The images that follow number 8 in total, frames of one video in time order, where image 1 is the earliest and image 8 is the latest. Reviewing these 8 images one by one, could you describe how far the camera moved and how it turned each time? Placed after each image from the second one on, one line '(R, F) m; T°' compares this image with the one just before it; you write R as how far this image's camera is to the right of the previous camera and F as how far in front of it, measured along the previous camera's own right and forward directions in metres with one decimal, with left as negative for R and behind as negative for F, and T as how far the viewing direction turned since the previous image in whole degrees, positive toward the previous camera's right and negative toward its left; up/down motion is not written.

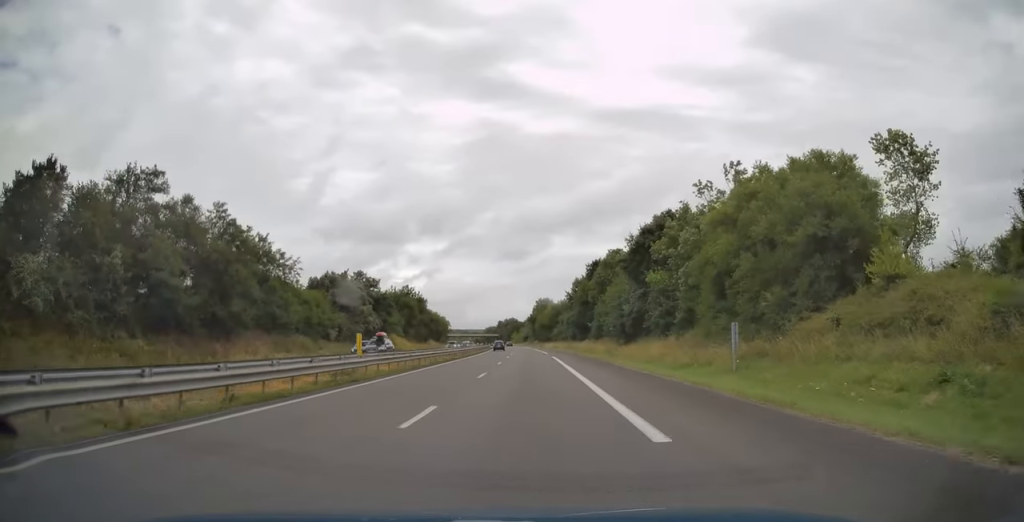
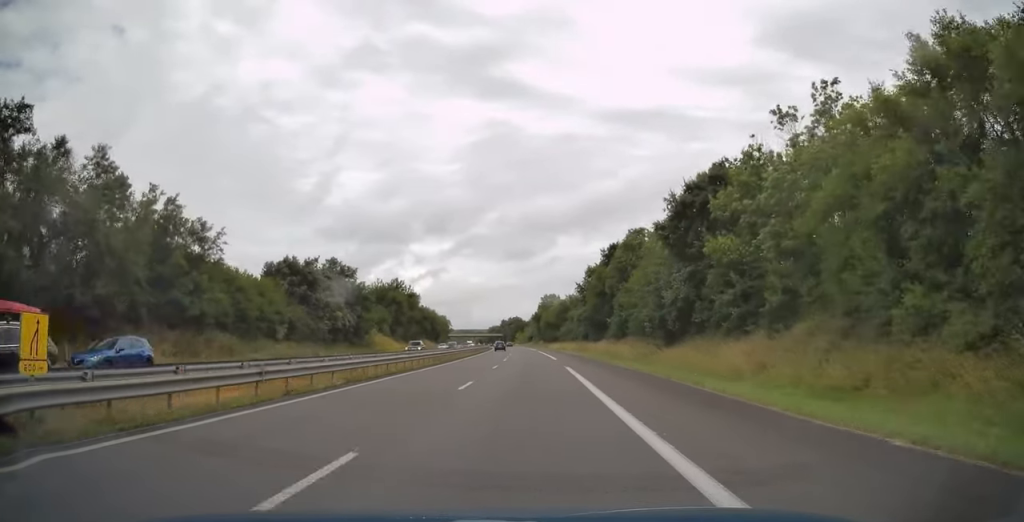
(-0.1, +18.3) m; -1°
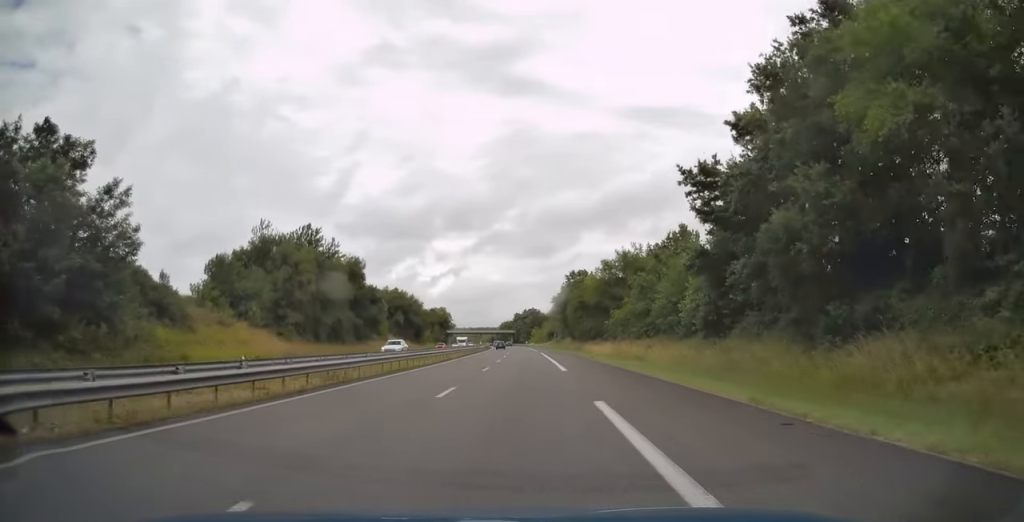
(-1.4, +68.1) m; -2°
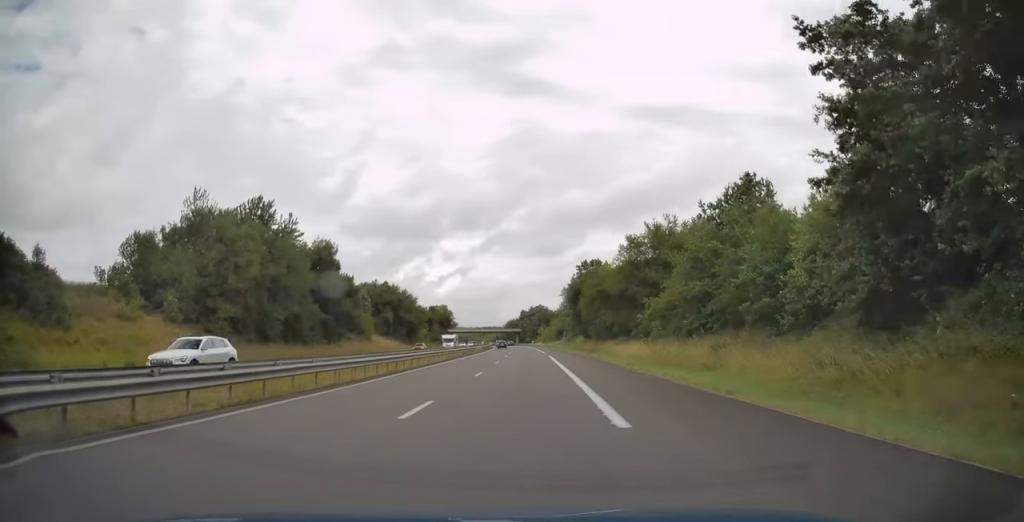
(-0.2, +17.3) m; -1°
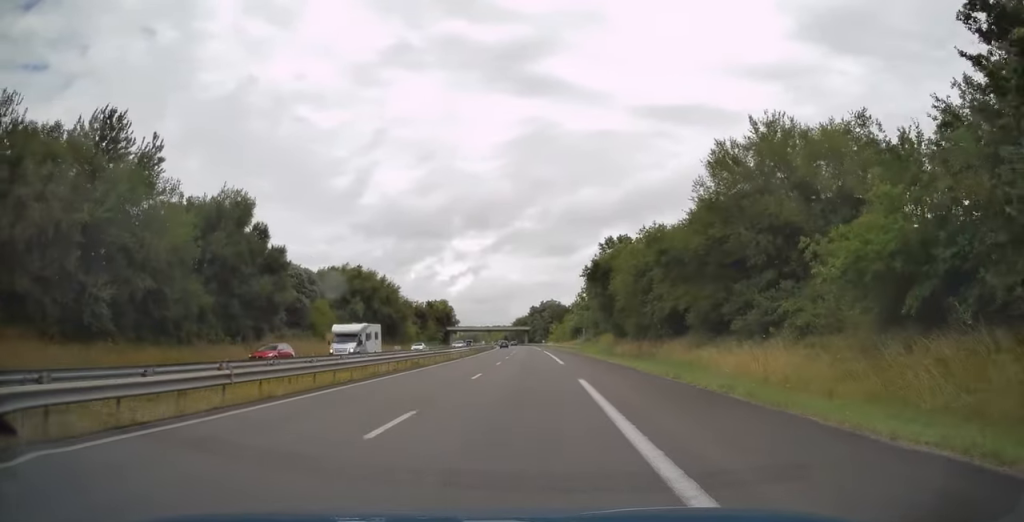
(-0.2, +28.7) m; -1°
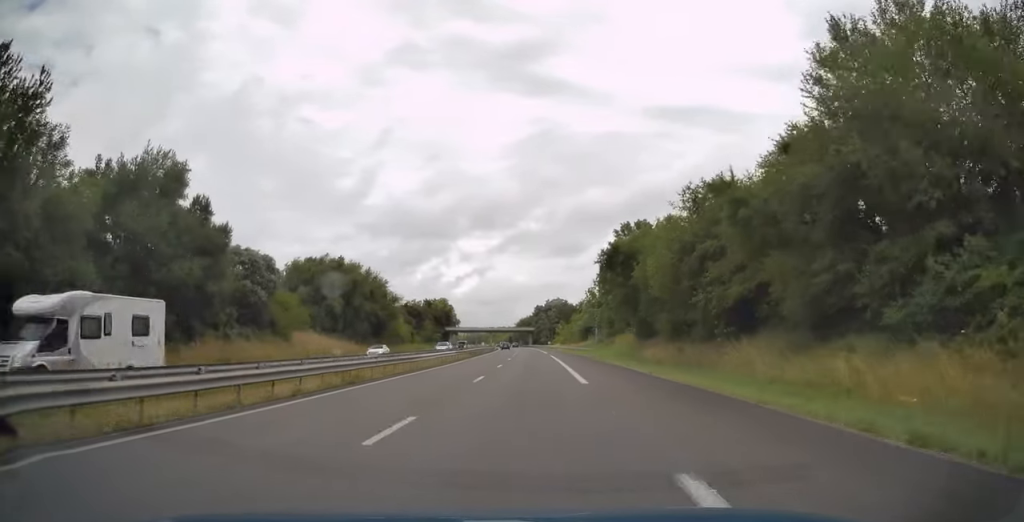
(0.0, +13.5) m; 0°
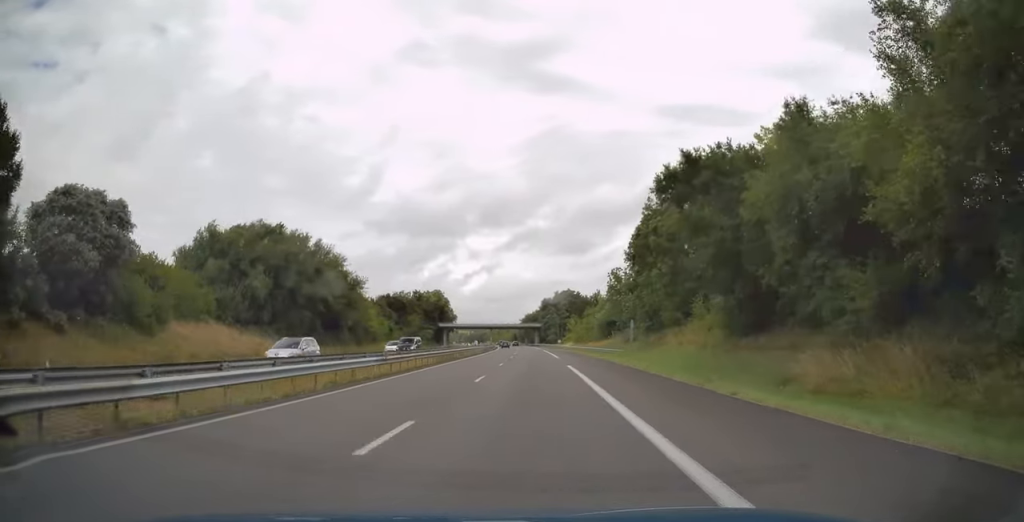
(-0.2, +27.0) m; -1°
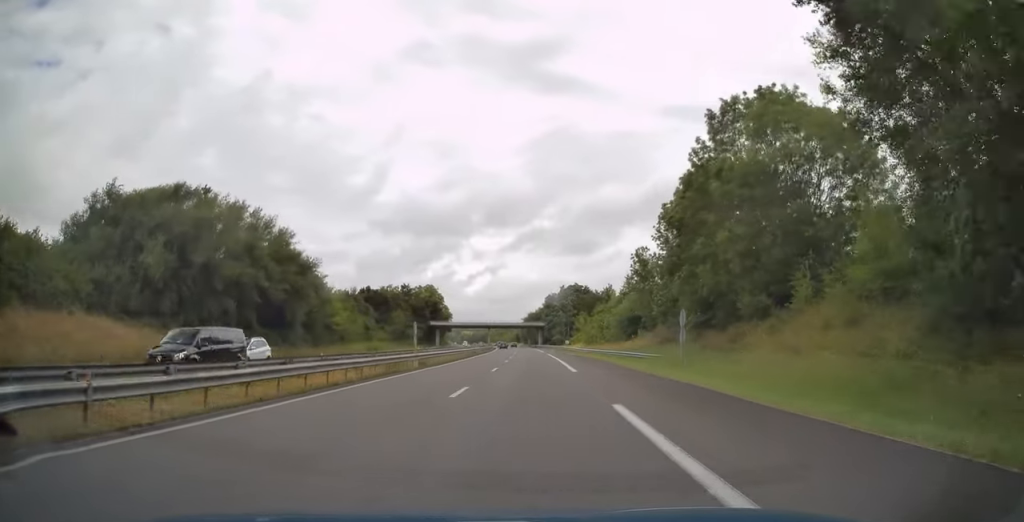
(-0.1, +19.0) m; 0°
